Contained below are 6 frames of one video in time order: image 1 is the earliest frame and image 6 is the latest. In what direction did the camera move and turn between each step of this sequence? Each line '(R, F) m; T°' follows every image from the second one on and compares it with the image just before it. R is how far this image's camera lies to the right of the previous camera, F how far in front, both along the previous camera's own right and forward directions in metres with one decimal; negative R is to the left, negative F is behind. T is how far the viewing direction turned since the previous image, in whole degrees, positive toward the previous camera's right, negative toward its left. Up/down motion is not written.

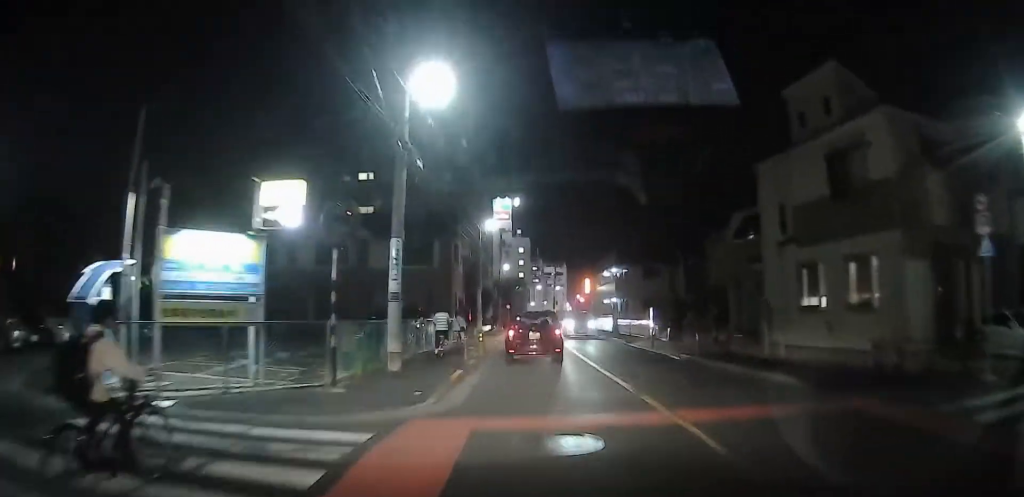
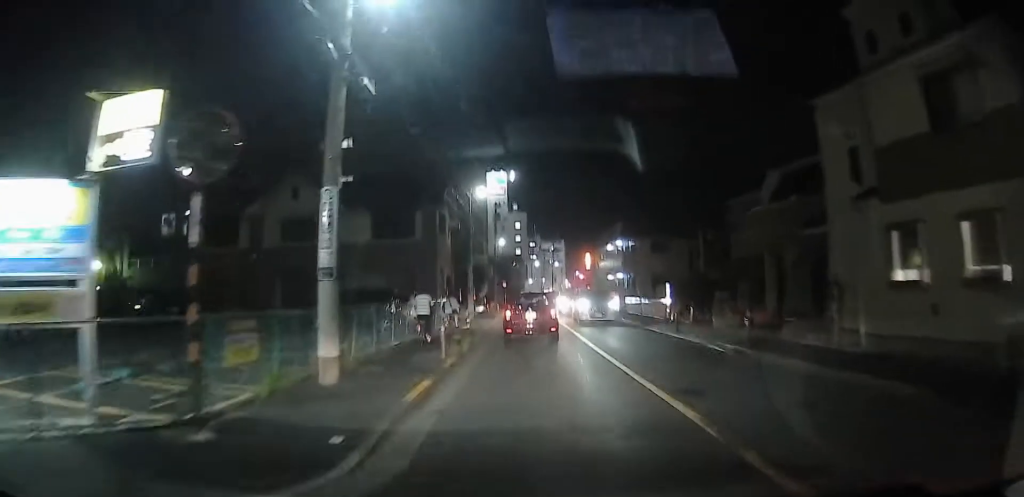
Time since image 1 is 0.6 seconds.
(+0.5, +4.6) m; +2°
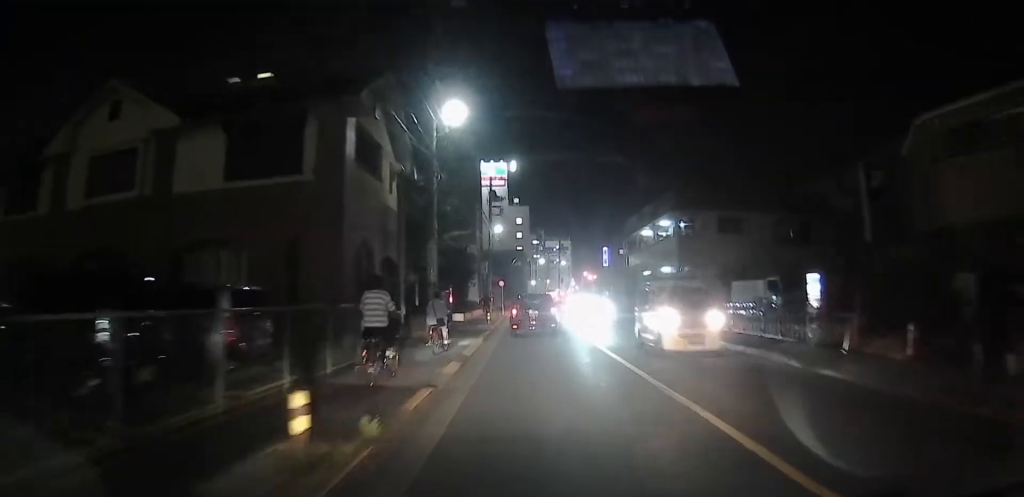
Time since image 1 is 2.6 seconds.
(-0.1, +15.8) m; -4°
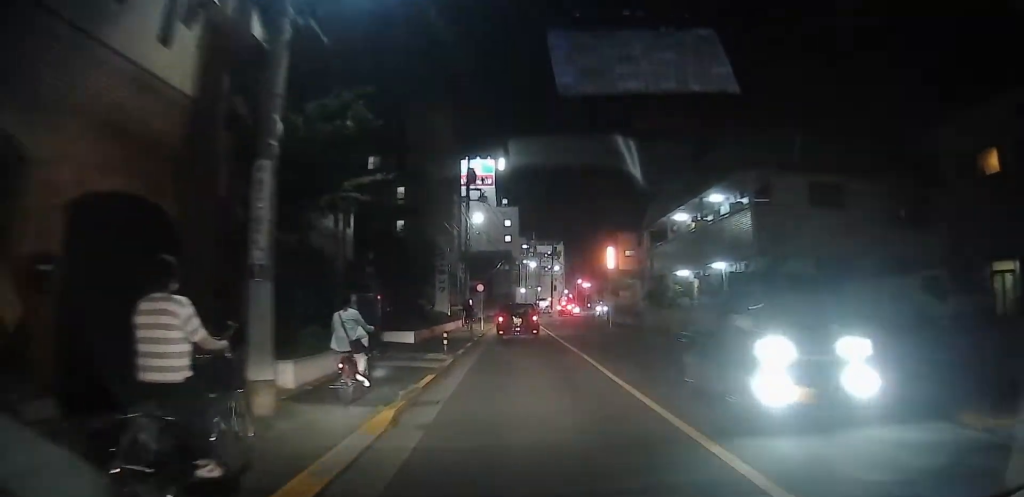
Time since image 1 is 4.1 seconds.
(-0.8, +12.0) m; -5°
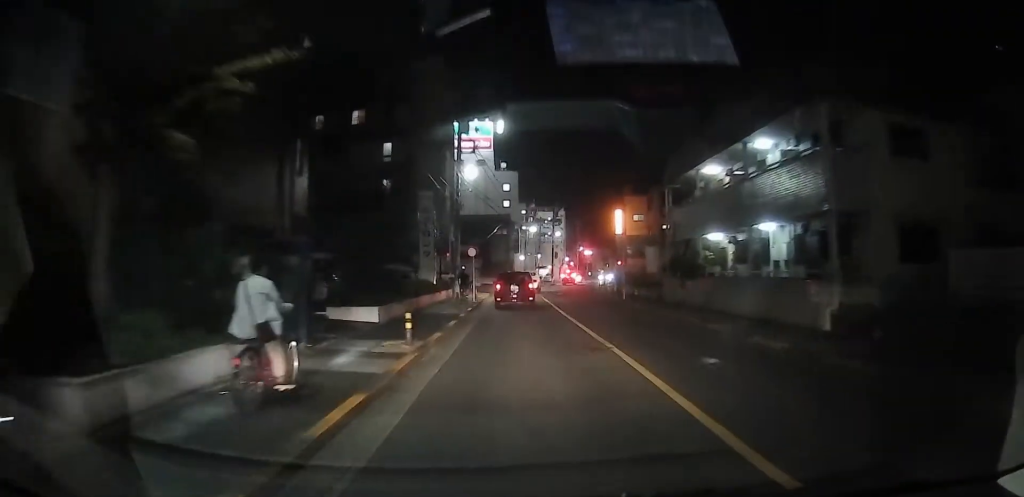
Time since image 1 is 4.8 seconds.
(-0.1, +5.5) m; +5°
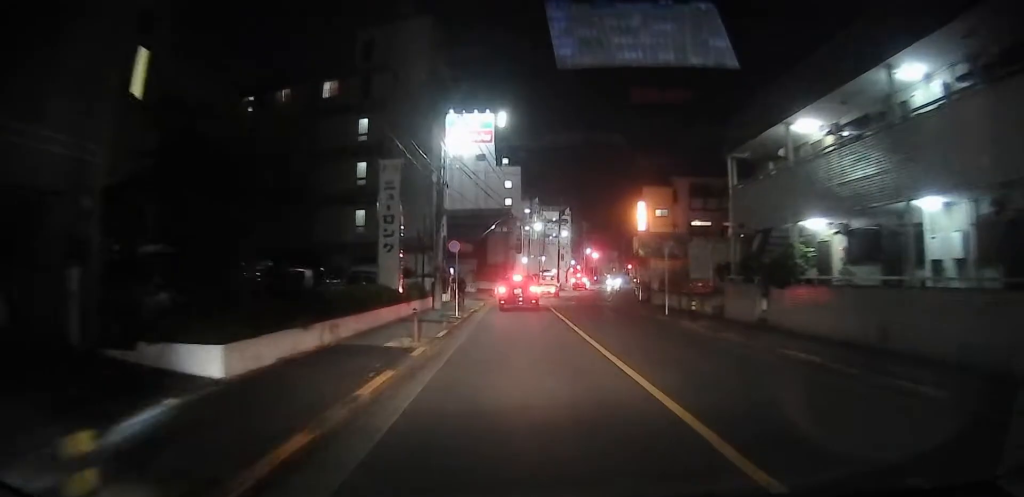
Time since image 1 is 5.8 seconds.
(+0.9, +8.6) m; +2°
